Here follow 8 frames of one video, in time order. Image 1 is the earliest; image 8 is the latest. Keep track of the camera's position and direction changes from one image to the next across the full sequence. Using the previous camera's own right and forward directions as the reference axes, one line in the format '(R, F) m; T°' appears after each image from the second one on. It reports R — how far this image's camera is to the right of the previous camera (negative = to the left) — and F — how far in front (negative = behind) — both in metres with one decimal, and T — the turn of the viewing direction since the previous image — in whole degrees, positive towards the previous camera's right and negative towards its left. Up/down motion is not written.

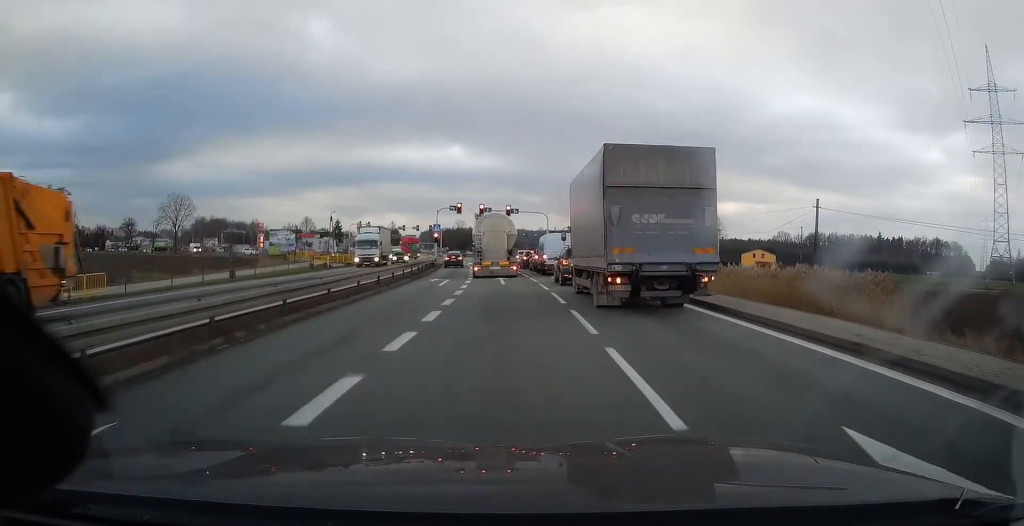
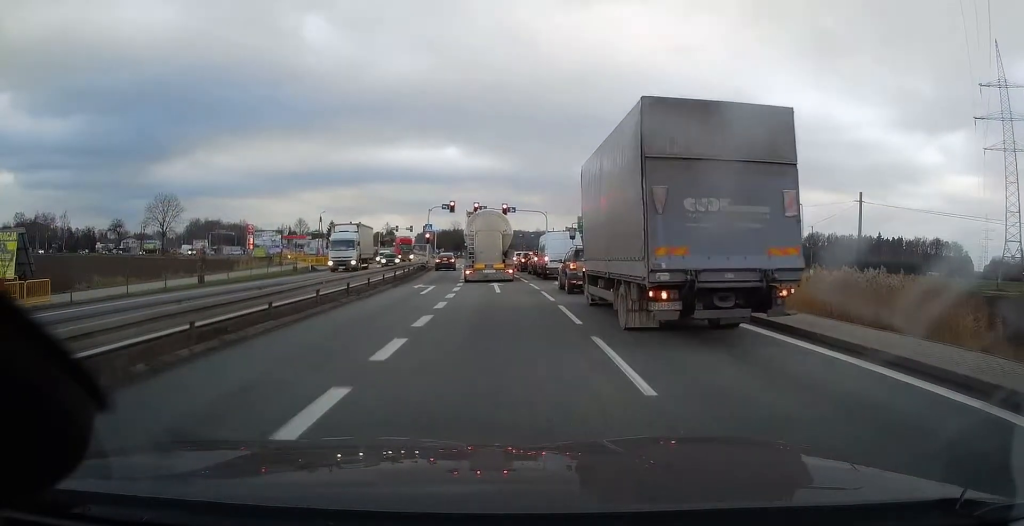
(-0.1, +4.8) m; +2°
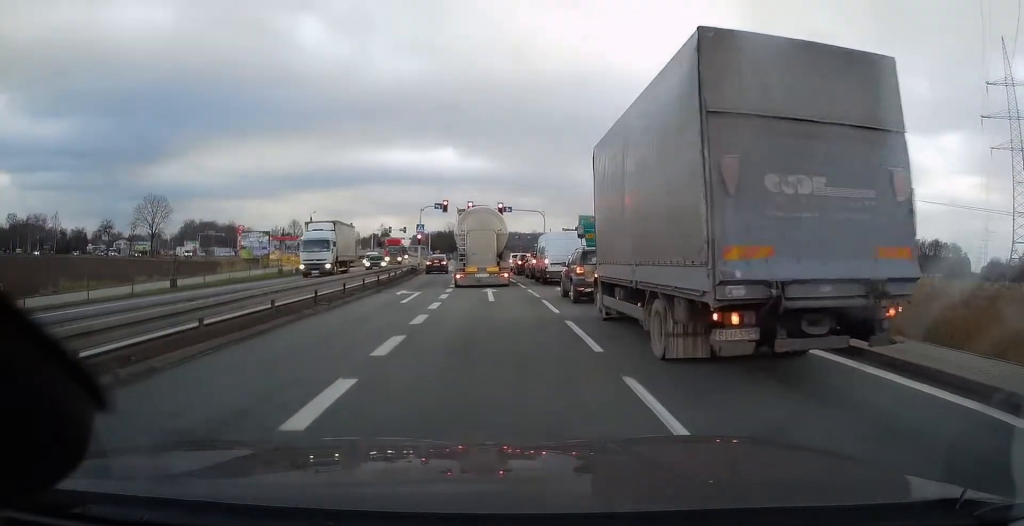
(+0.2, +3.1) m; +1°
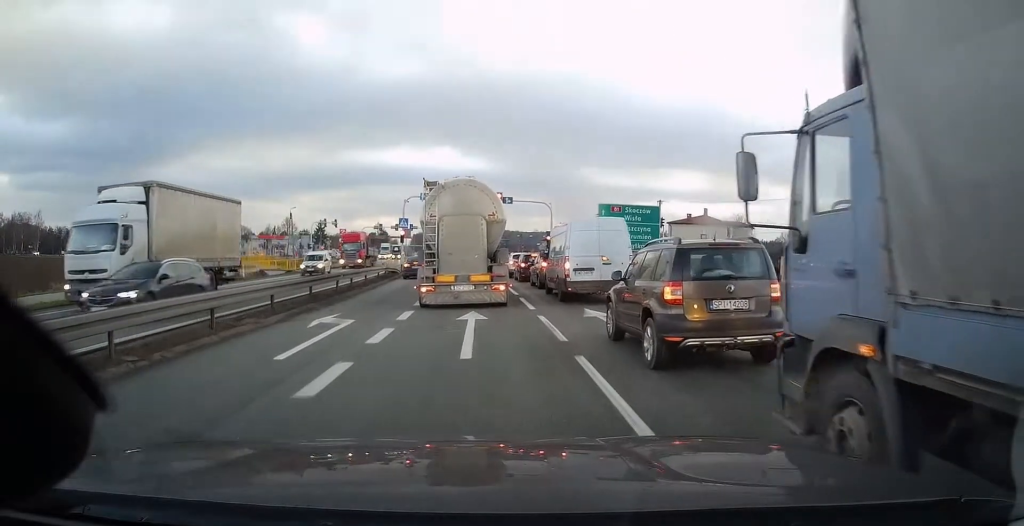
(0.0, +9.5) m; 0°
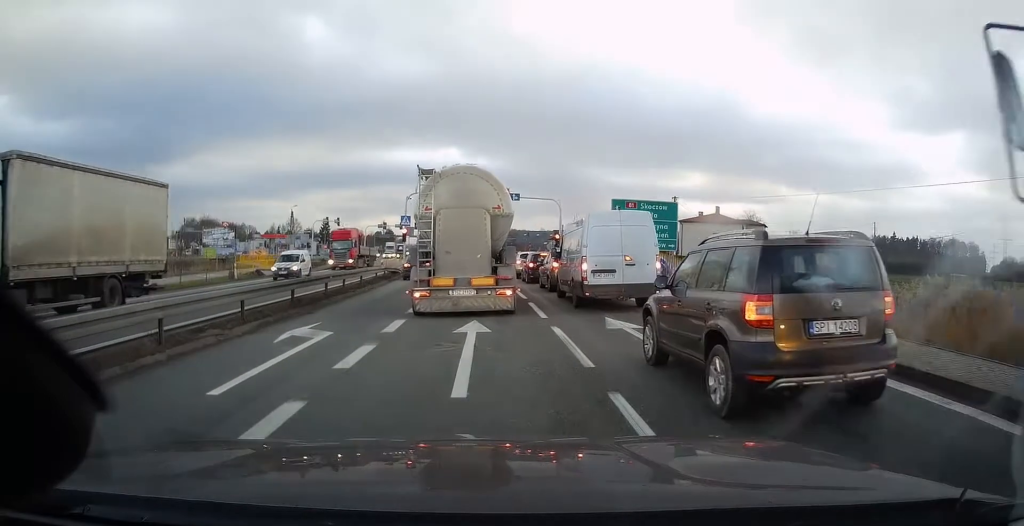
(+0.1, +2.2) m; 0°
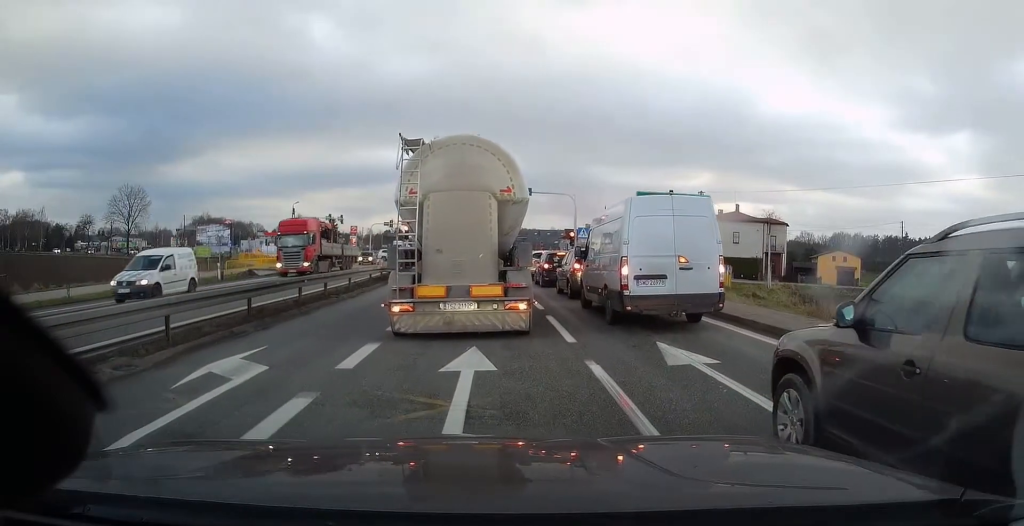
(-0.3, +3.7) m; -6°
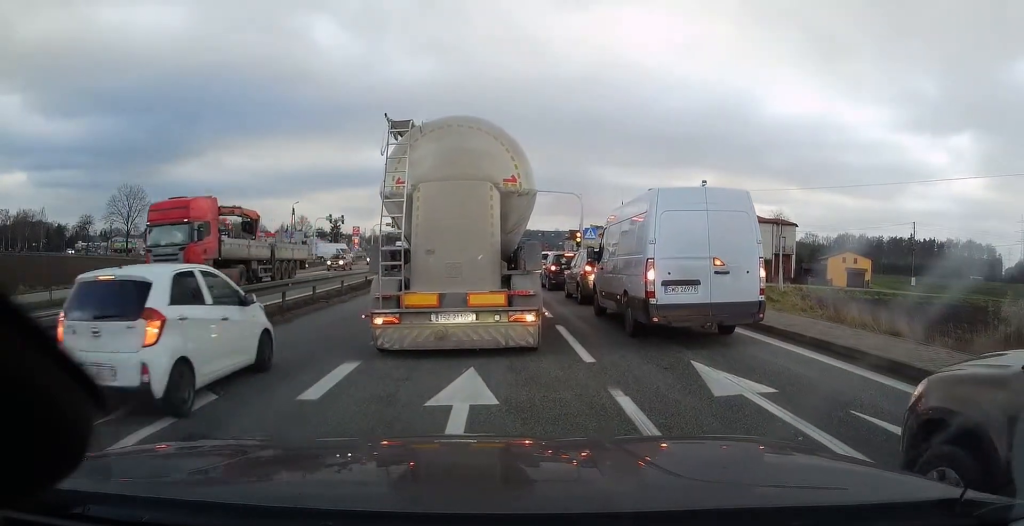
(-0.4, +1.5) m; 0°
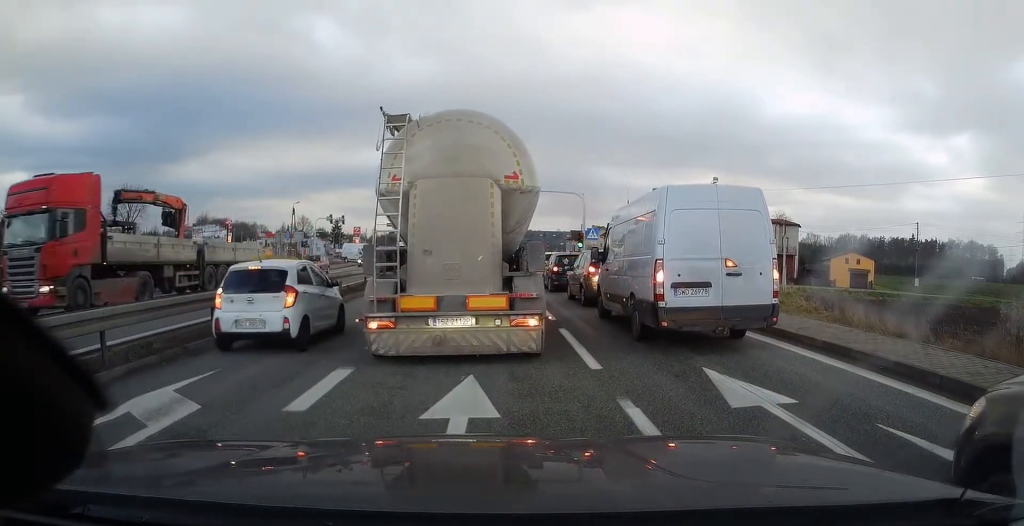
(-0.1, +0.2) m; 0°
